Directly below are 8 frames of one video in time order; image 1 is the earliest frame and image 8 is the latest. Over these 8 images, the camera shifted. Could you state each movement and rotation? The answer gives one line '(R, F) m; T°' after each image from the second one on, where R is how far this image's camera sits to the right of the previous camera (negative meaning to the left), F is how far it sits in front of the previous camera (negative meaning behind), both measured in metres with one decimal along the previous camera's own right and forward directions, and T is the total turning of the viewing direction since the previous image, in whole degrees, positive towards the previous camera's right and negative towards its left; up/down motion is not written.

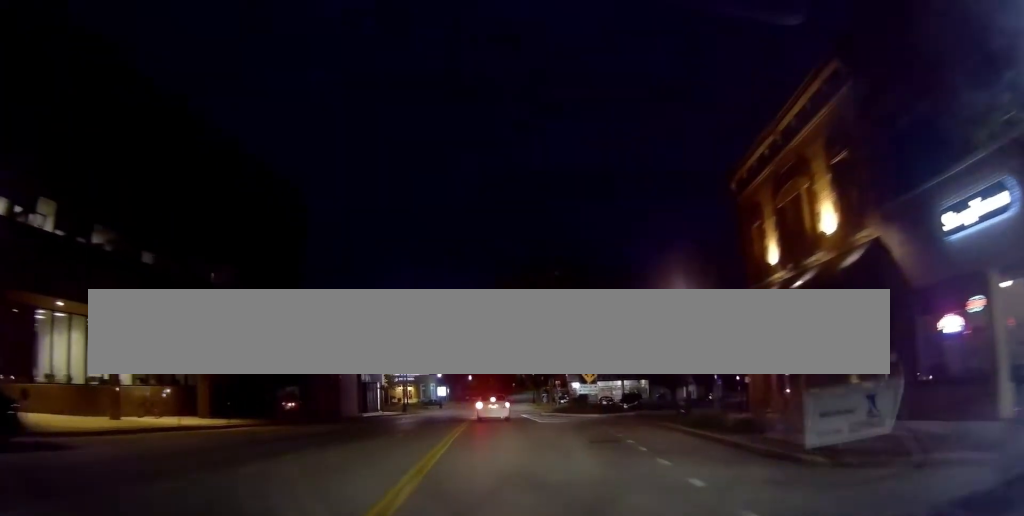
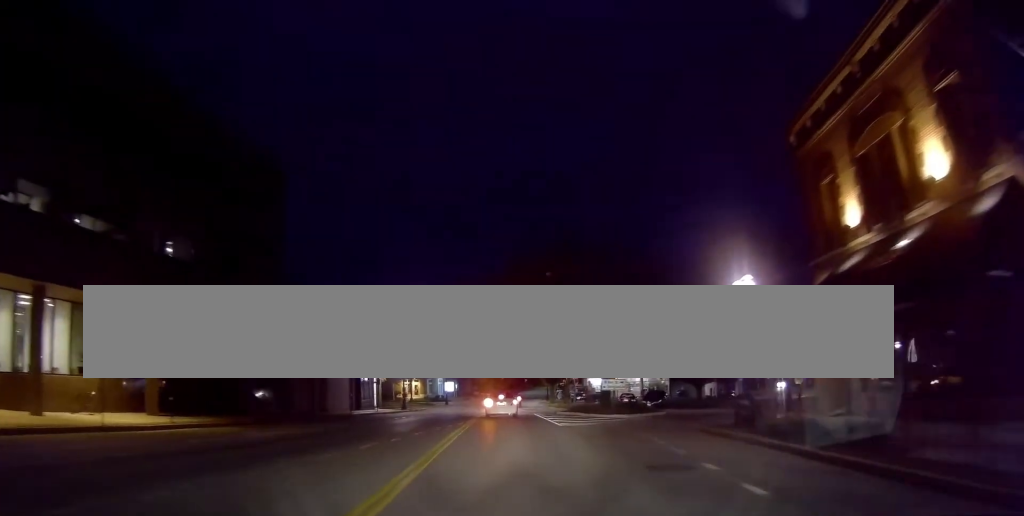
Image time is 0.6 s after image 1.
(-0.1, +6.1) m; -2°
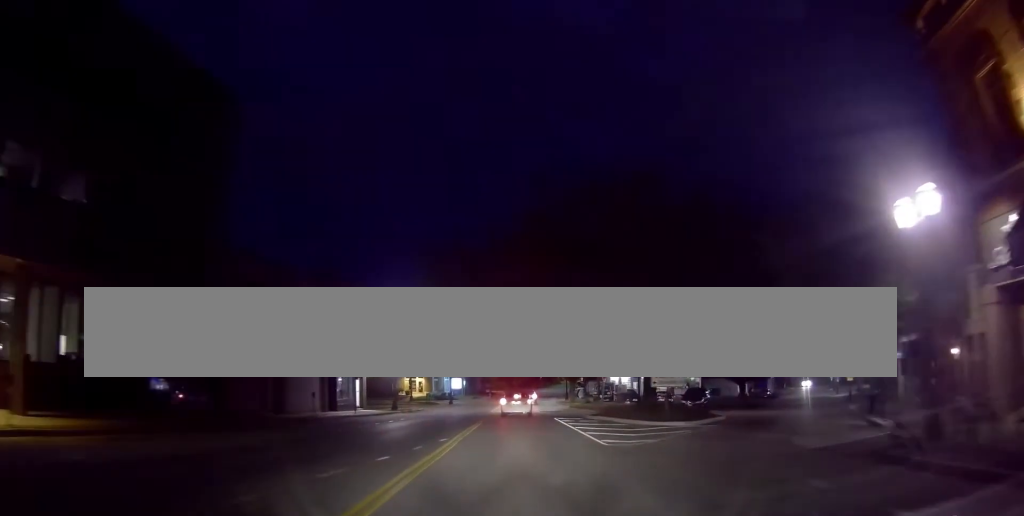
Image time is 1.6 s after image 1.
(-0.4, +9.9) m; -2°
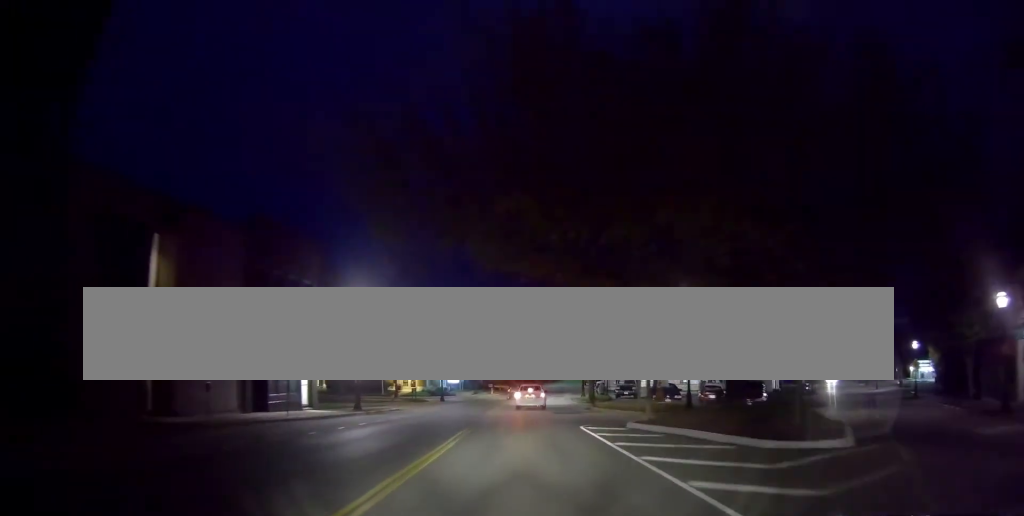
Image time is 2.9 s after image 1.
(0.0, +12.2) m; 0°
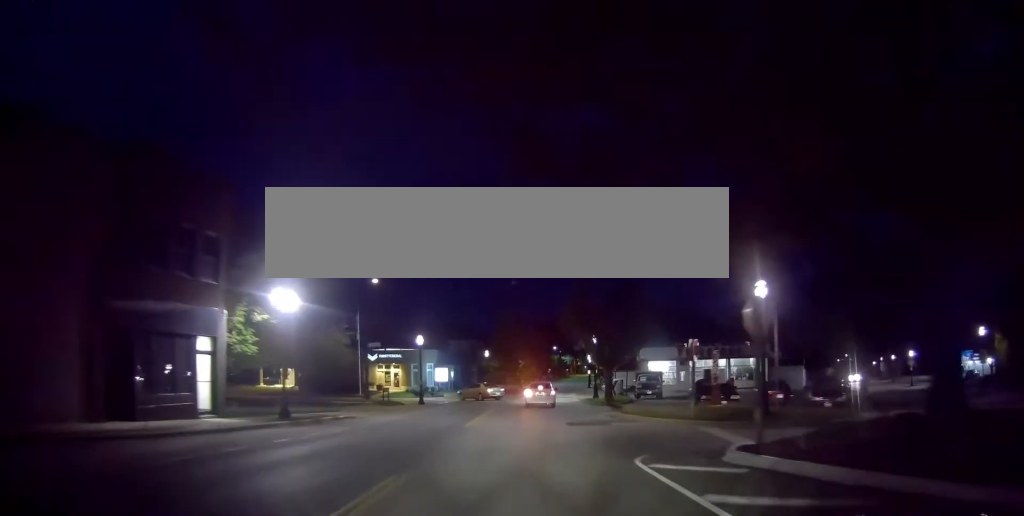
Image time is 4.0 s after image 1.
(0.0, +10.2) m; 0°
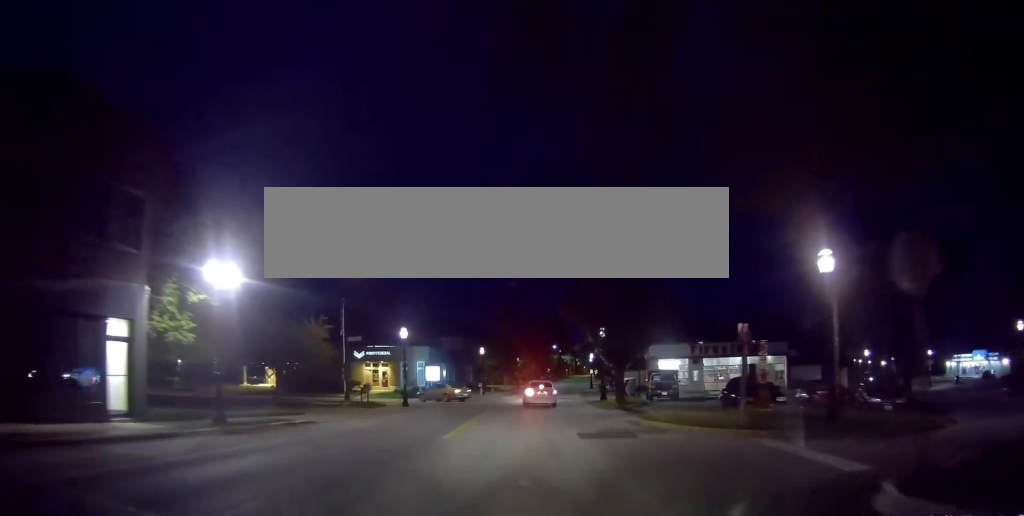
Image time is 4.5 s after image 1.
(0.0, +5.2) m; 0°
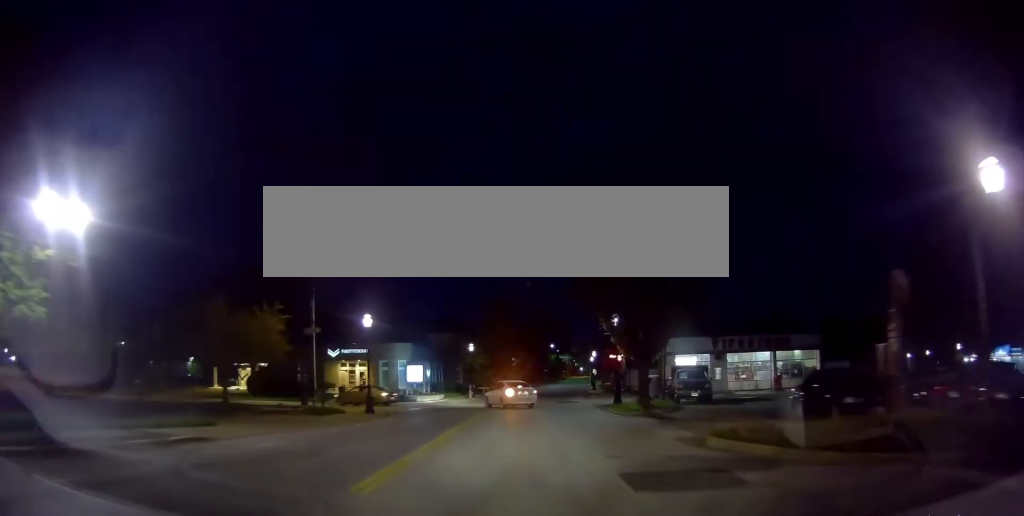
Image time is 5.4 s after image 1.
(0.0, +8.4) m; 0°
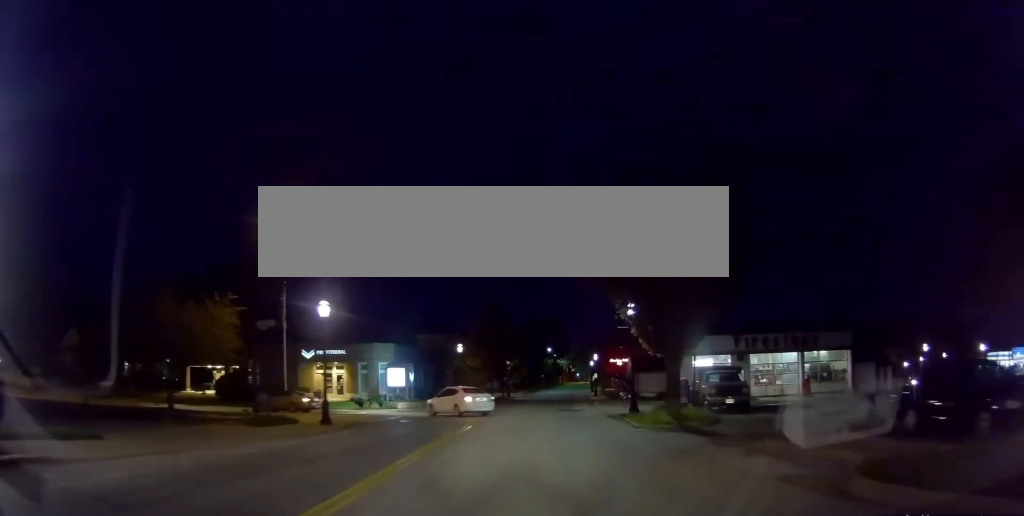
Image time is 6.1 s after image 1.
(+0.1, +6.3) m; -2°
